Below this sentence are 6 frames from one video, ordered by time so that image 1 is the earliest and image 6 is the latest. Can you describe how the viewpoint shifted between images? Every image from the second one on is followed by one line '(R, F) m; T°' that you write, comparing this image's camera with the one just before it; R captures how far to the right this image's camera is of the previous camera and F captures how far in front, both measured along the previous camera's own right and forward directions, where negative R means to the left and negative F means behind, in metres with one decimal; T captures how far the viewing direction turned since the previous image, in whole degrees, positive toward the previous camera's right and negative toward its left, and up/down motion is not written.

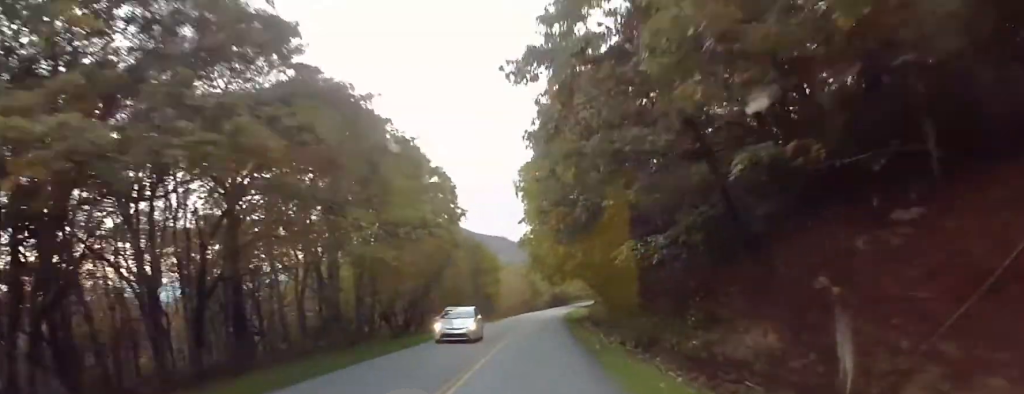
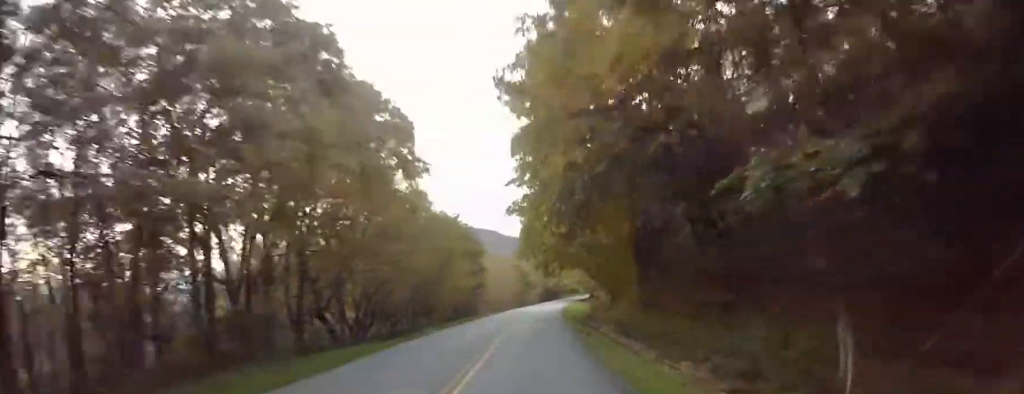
(0.0, +16.9) m; 0°
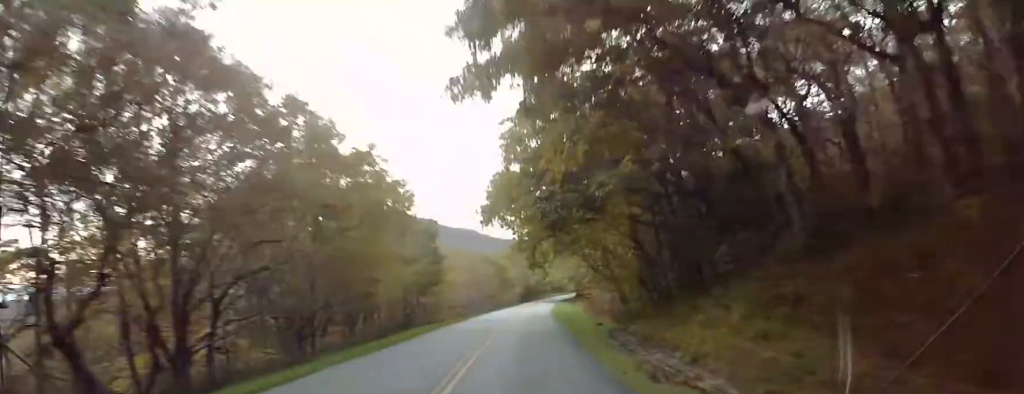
(+1.6, +24.8) m; +9°
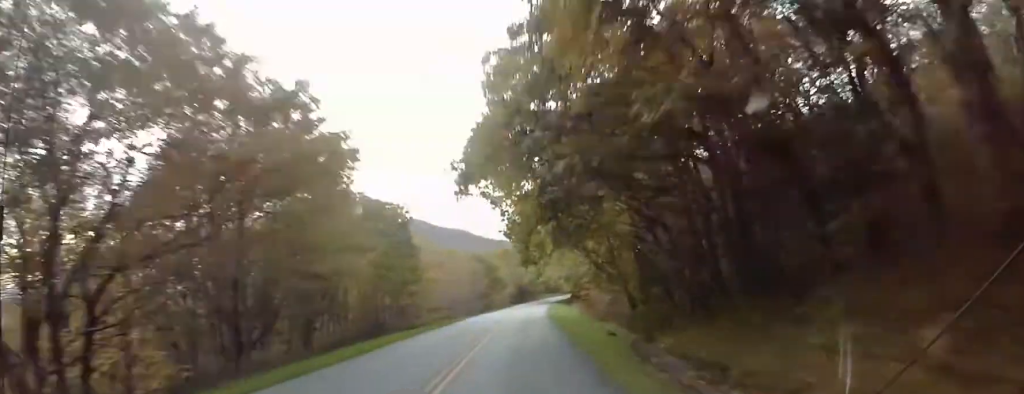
(+0.5, +8.9) m; +4°
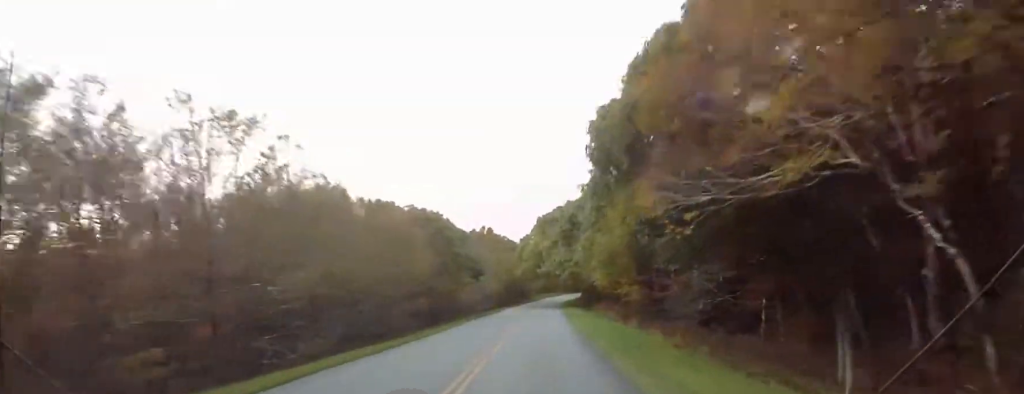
(+1.7, +56.9) m; +1°
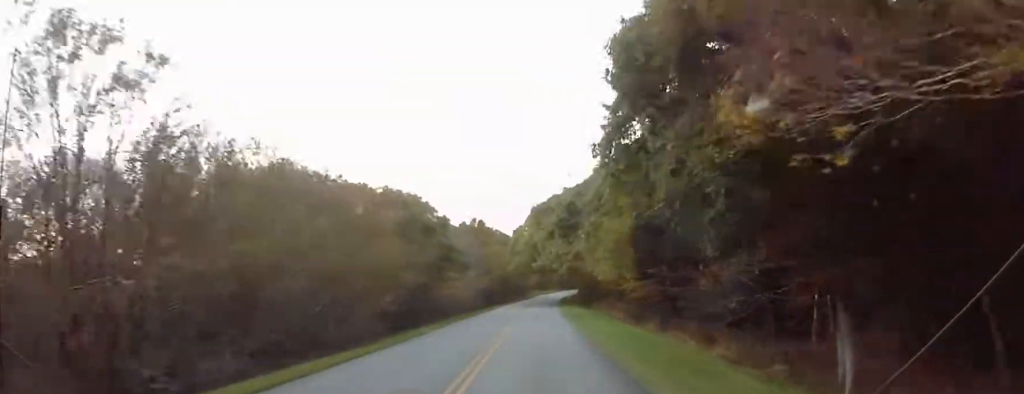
(0.0, +8.5) m; 0°
